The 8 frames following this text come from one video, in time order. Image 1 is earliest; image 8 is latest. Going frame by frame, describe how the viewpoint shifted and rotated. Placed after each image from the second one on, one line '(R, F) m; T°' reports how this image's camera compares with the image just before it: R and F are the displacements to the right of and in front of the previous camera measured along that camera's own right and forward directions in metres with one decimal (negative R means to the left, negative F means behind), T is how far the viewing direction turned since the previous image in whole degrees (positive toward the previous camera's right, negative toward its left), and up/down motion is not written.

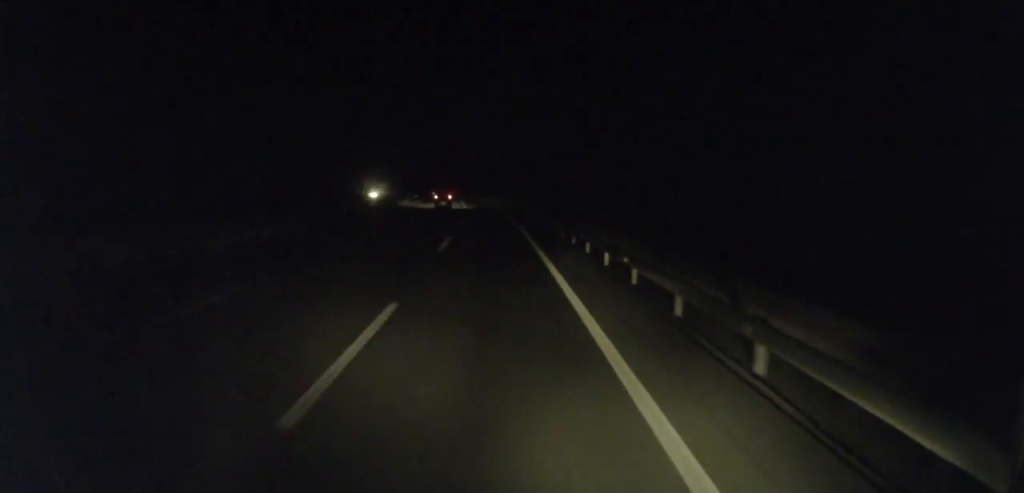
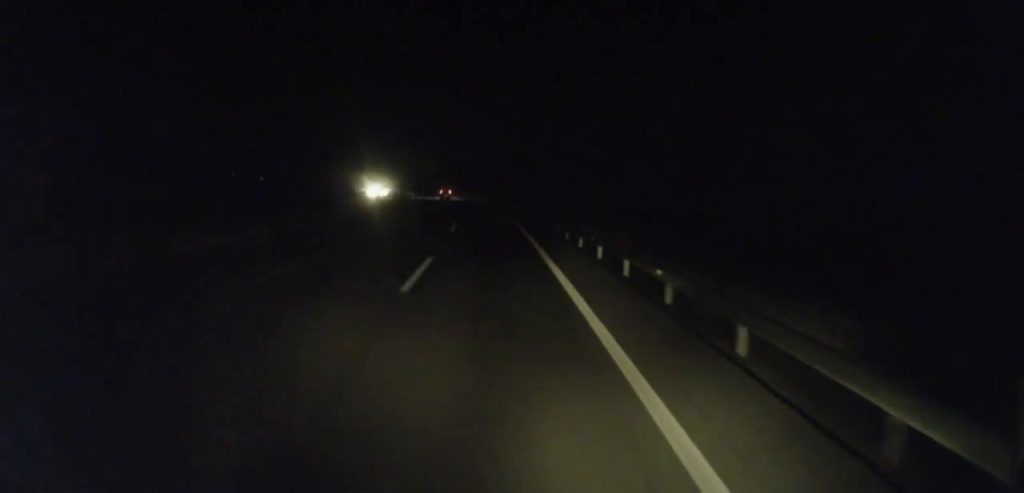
(-0.3, +43.1) m; -2°
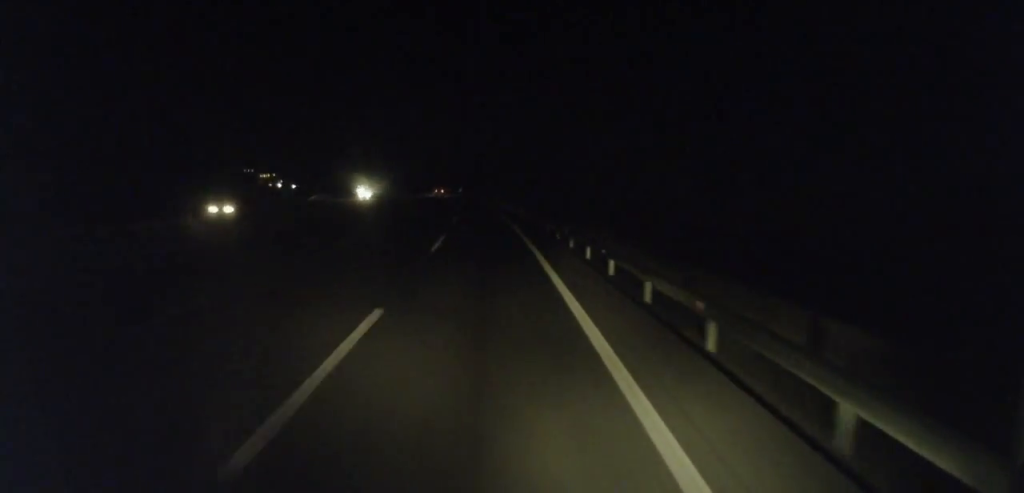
(-2.0, +59.3) m; -3°
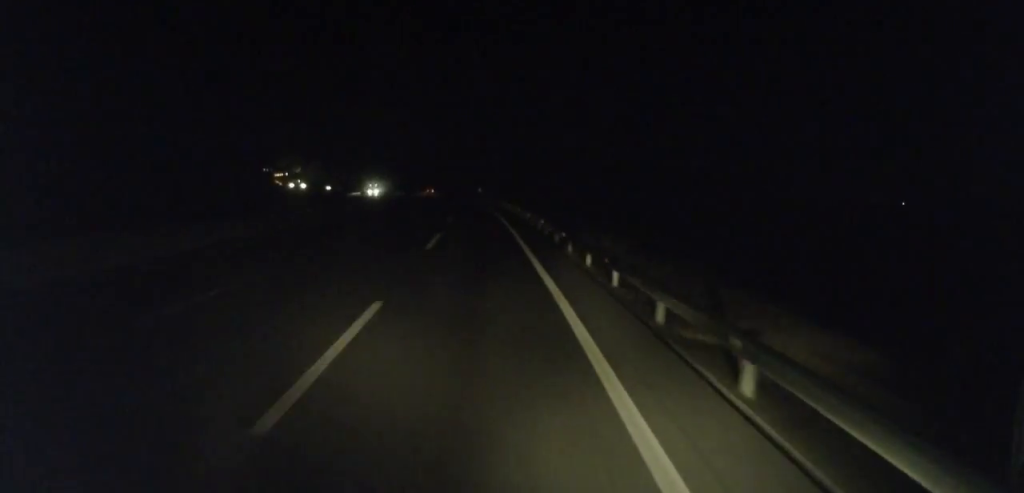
(-1.4, +50.1) m; -3°
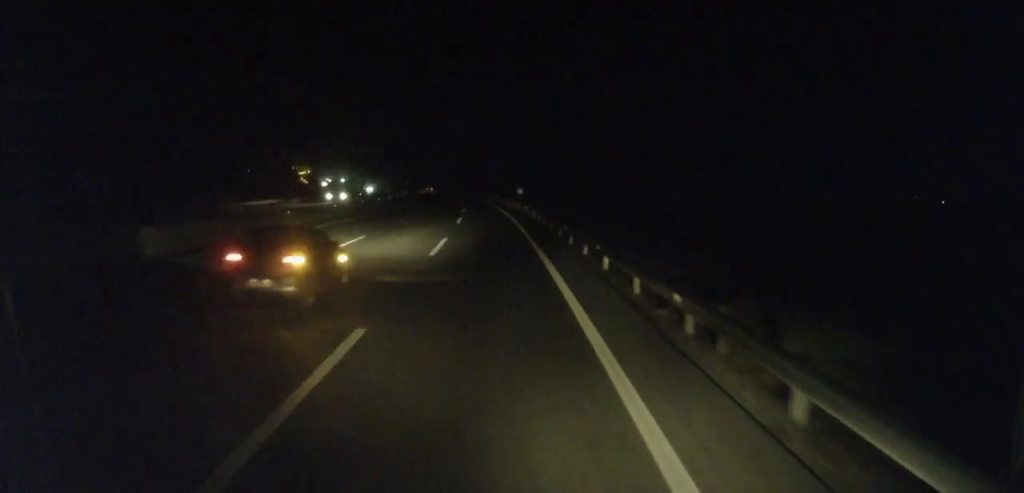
(-1.1, +52.9) m; -3°
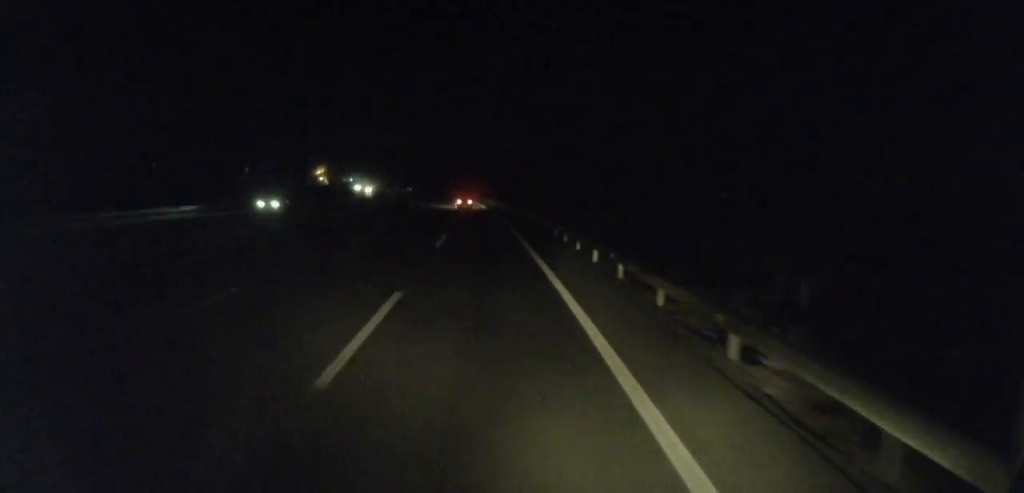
(-3.0, +80.9) m; -4°
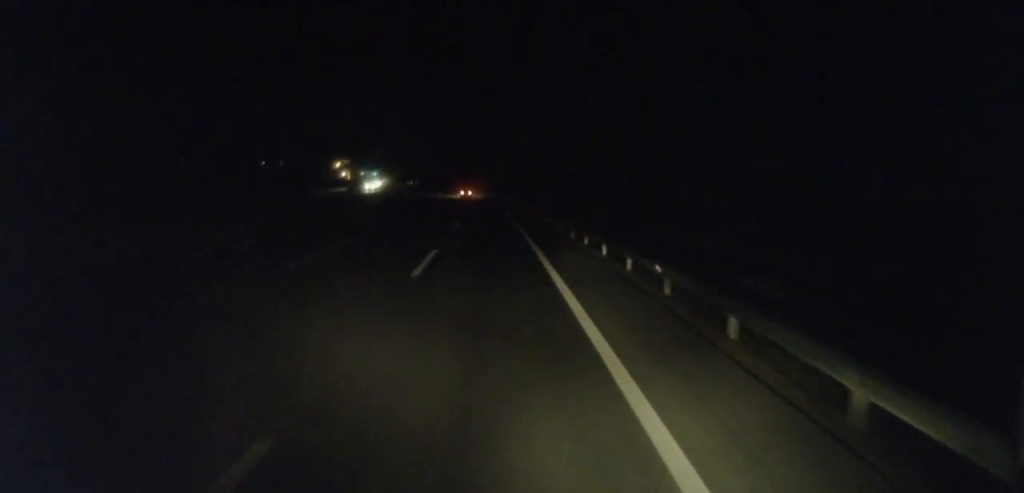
(-0.5, +42.5) m; -2°
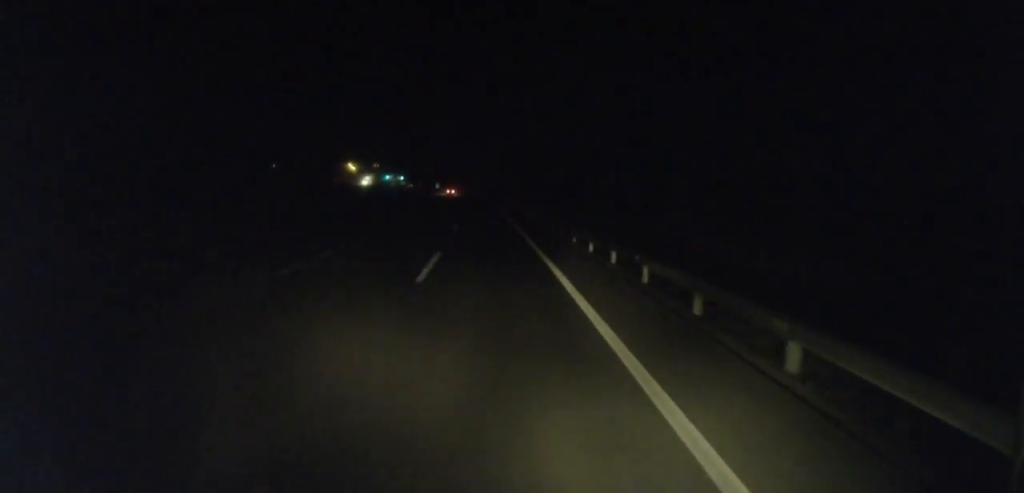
(-2.6, +85.4) m; -3°
